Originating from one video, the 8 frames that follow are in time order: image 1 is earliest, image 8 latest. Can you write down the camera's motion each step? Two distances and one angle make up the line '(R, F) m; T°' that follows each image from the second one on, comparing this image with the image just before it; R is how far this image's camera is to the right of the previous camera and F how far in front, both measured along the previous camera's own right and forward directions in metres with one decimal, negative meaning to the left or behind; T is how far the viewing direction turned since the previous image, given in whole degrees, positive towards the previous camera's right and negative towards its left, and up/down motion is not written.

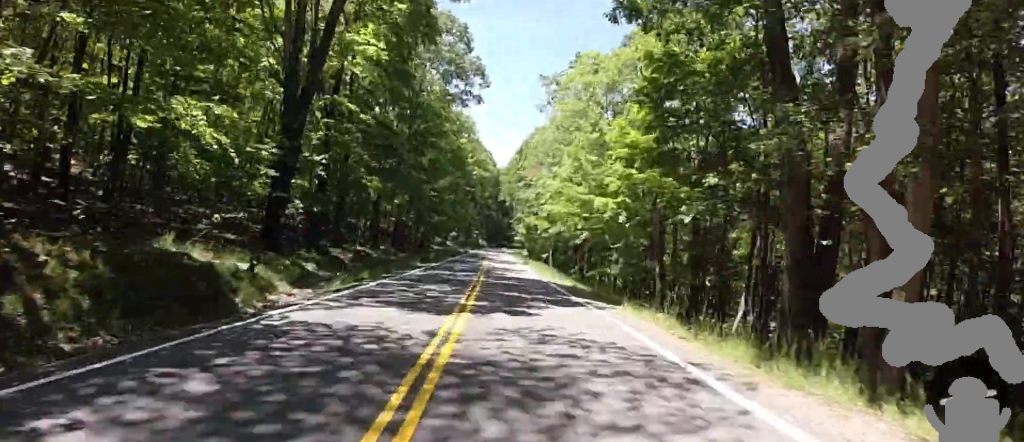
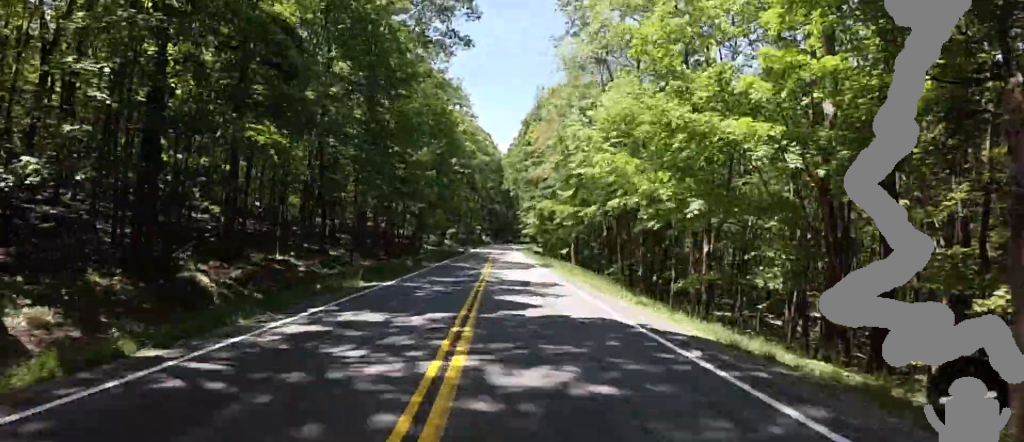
(-0.3, +14.2) m; 0°
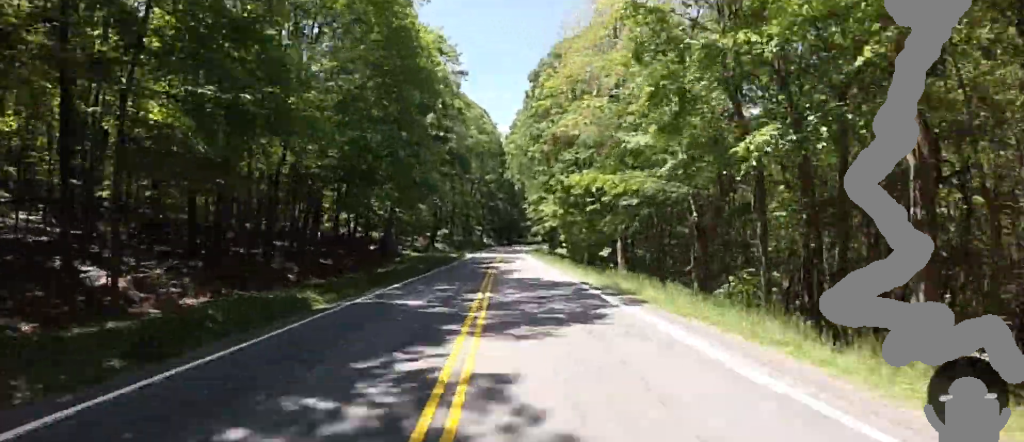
(+0.4, +17.8) m; +1°
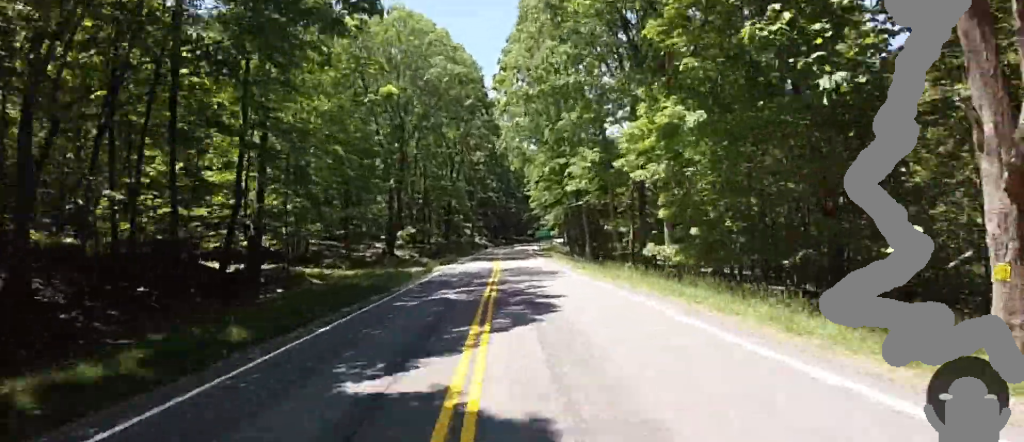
(+0.2, +25.1) m; +1°
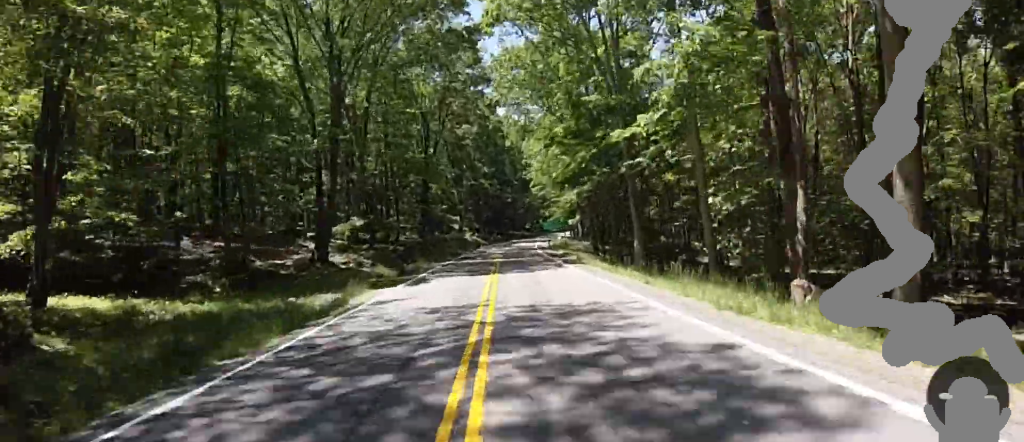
(0.0, +15.8) m; 0°
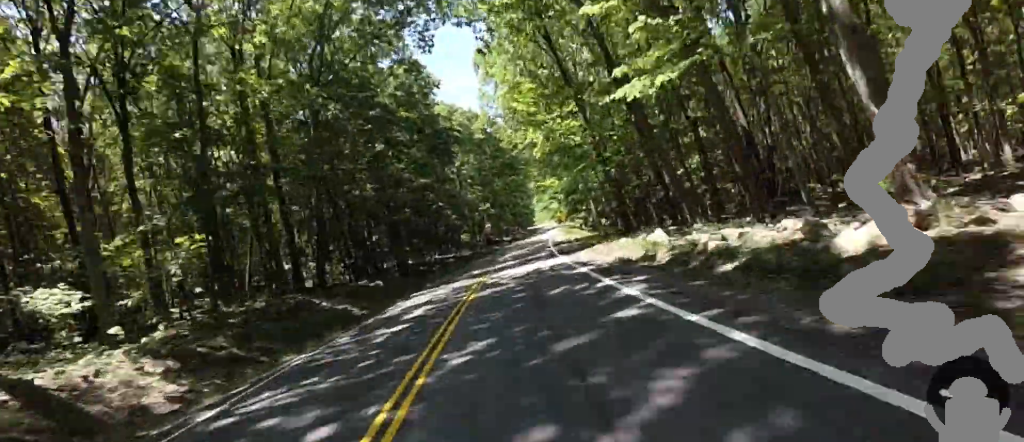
(+1.3, +64.5) m; +8°
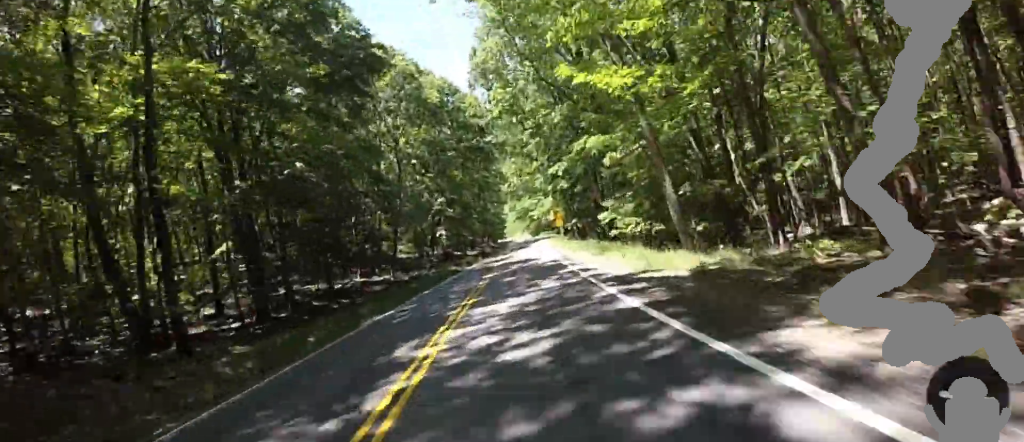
(+1.7, +24.4) m; +6°
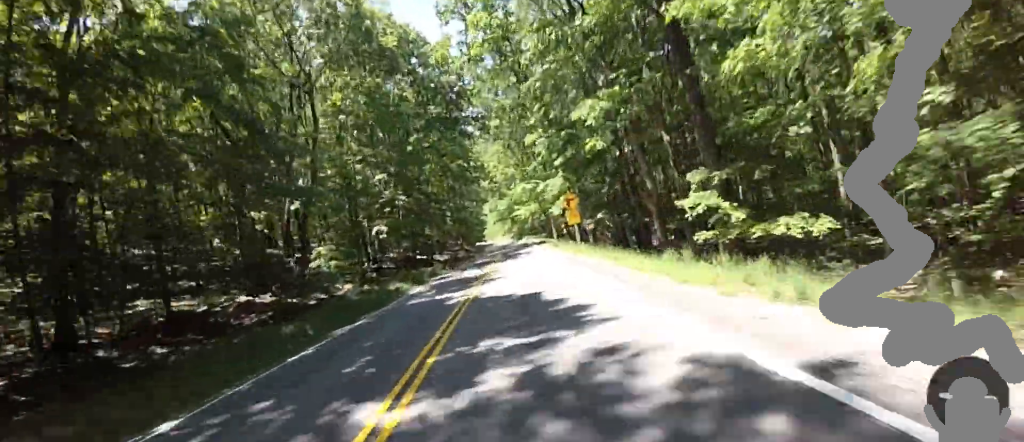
(+0.1, +17.2) m; +3°
